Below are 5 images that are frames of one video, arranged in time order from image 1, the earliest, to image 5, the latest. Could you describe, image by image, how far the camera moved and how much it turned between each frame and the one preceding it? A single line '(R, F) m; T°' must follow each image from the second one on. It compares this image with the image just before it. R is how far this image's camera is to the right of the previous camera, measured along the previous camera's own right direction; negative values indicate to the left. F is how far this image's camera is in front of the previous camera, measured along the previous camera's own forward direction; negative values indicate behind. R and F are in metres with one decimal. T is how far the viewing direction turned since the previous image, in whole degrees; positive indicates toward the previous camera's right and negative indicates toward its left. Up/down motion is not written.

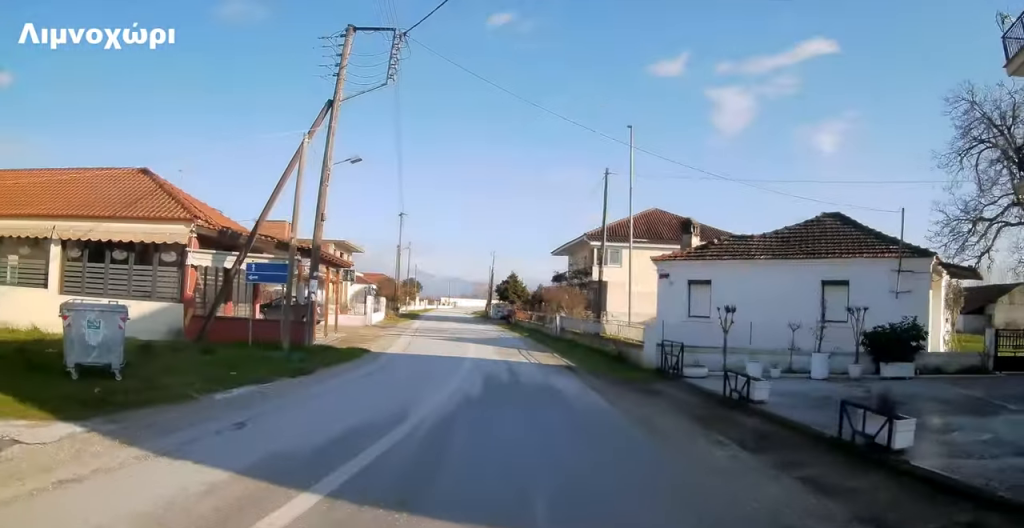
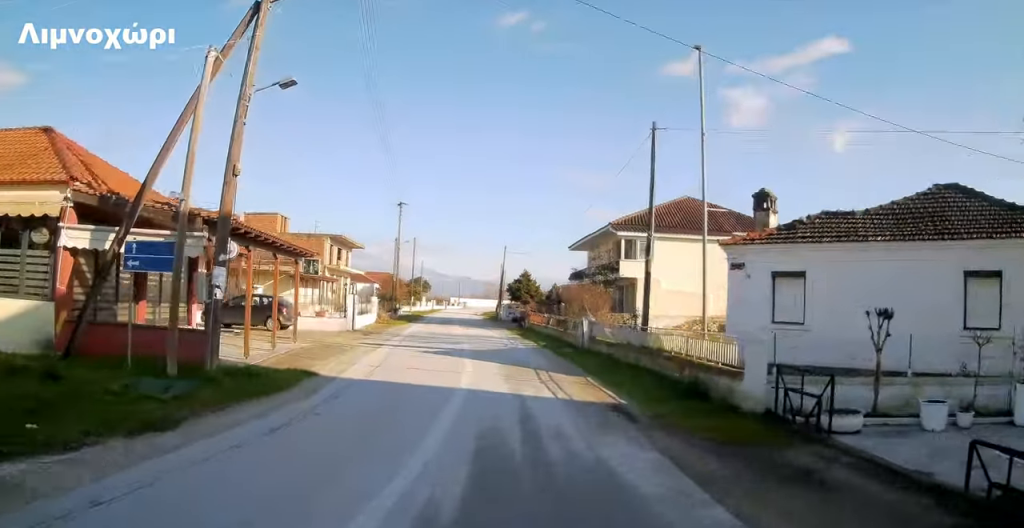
(0.0, +6.2) m; 0°
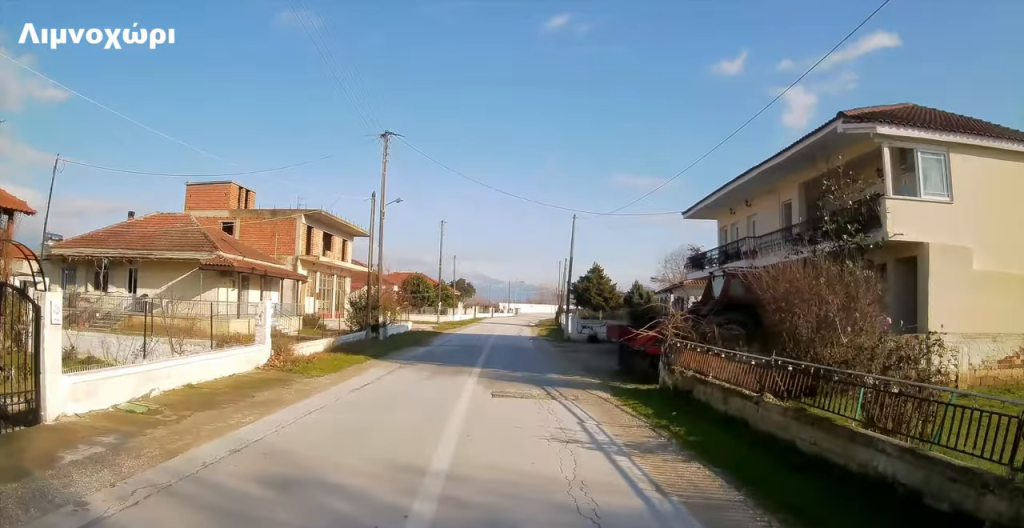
(-0.8, +23.0) m; -7°
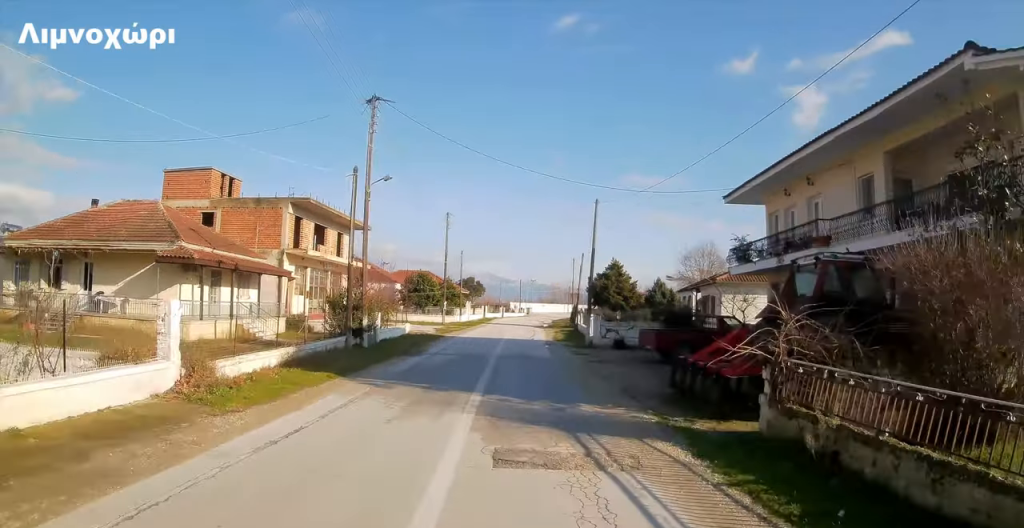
(-0.1, +4.9) m; -1°
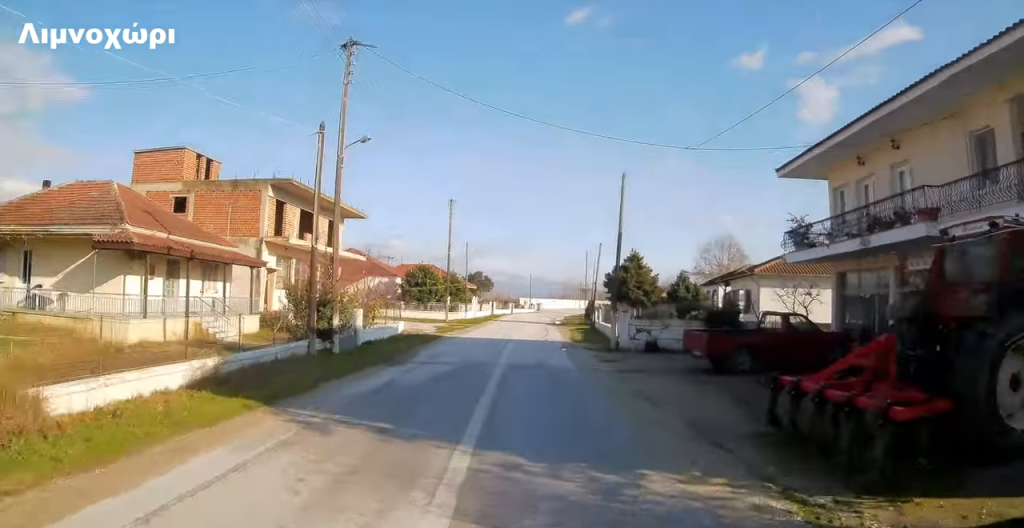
(-0.2, +4.9) m; 0°
